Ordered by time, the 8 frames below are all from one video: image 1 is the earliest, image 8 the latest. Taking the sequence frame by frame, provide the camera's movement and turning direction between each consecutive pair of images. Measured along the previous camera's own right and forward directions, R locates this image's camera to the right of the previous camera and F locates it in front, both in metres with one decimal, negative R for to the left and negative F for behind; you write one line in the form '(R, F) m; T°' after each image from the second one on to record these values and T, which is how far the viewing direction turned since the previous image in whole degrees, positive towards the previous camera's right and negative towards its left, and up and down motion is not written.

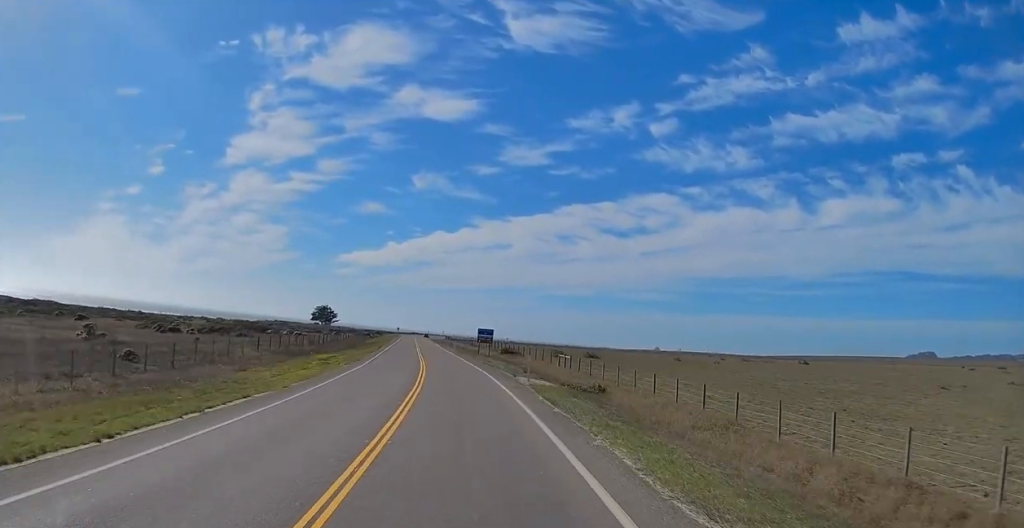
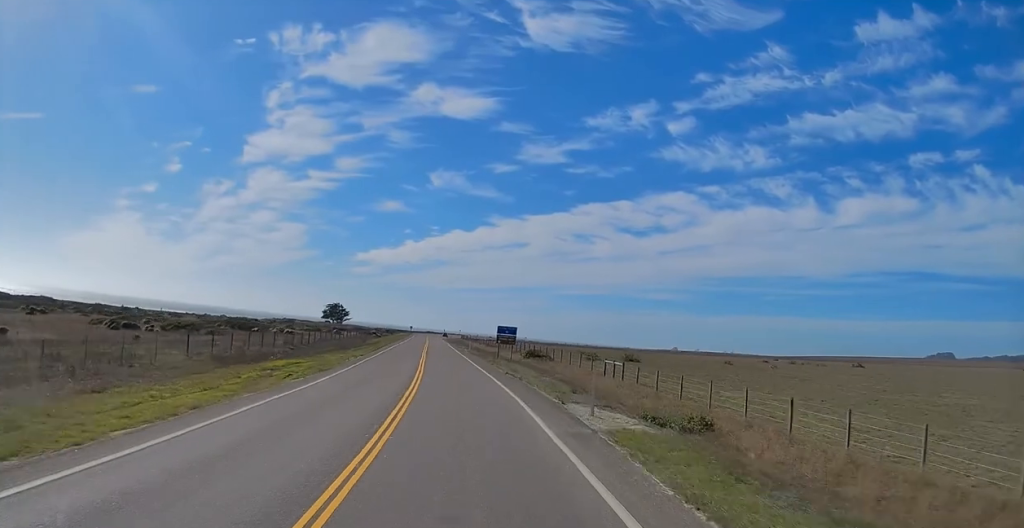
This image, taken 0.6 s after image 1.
(-0.4, +14.2) m; -1°
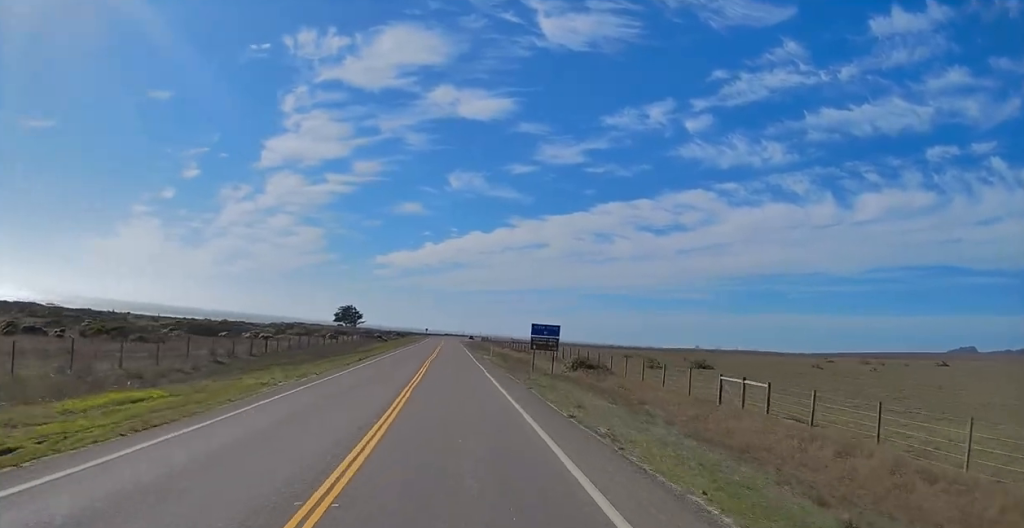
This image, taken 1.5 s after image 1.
(-0.3, +19.7) m; -1°
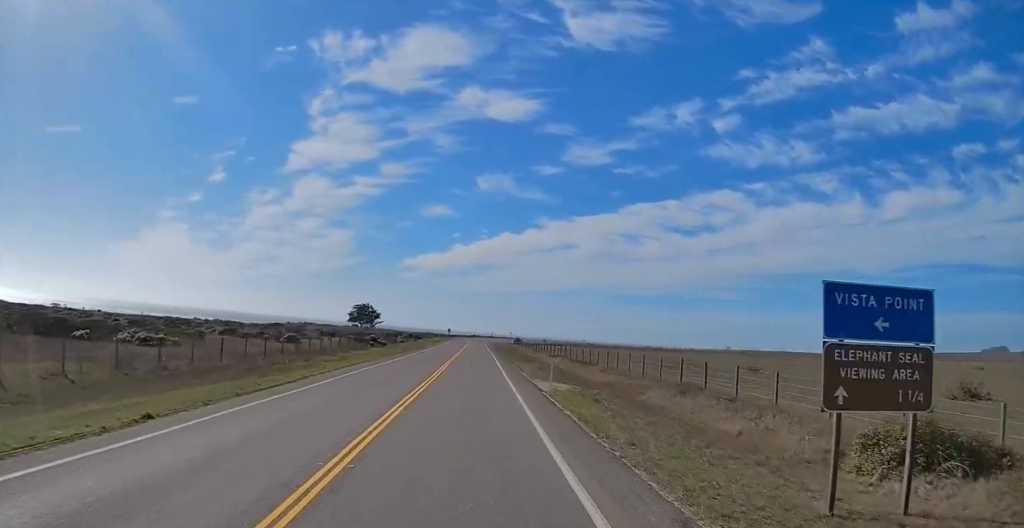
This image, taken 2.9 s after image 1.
(-0.5, +35.0) m; -2°
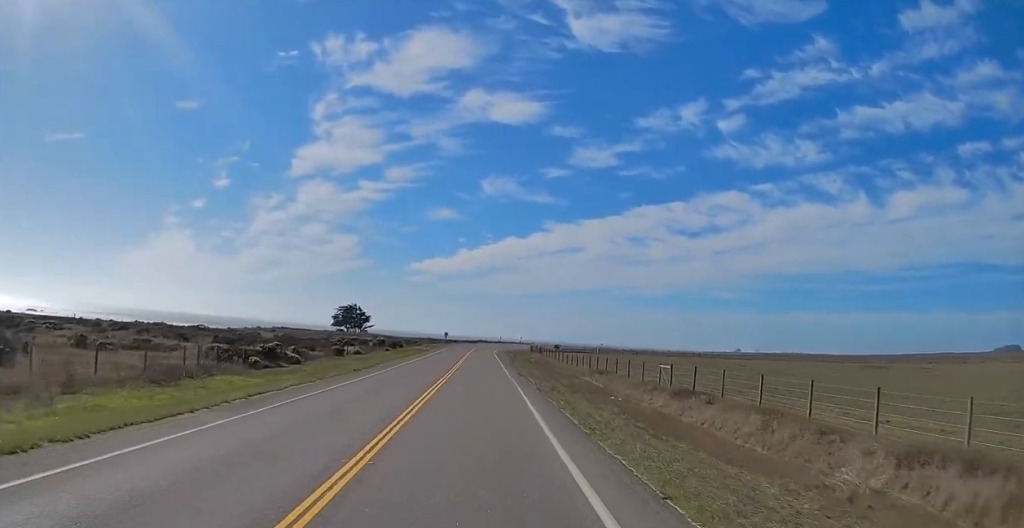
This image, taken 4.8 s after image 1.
(-0.6, +42.0) m; -1°
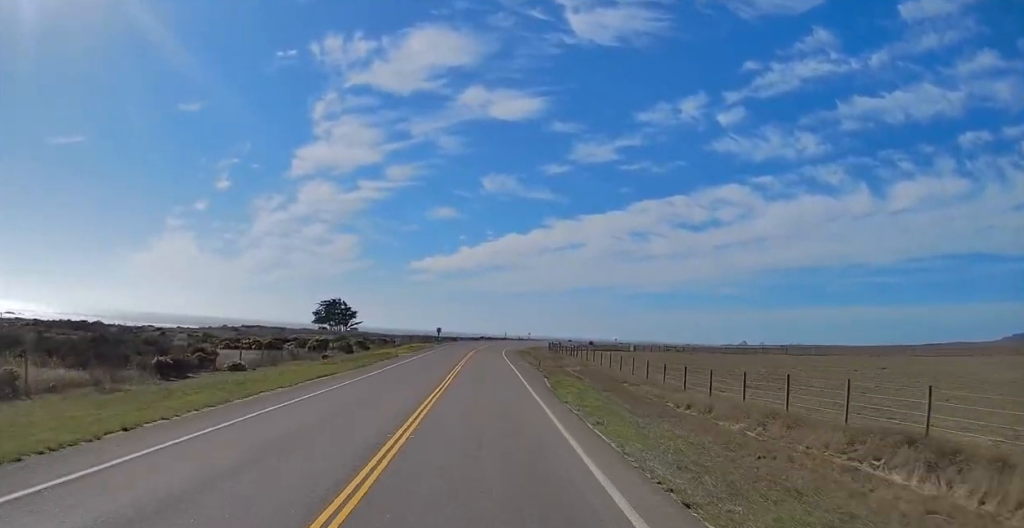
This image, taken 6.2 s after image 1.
(0.0, +33.1) m; 0°
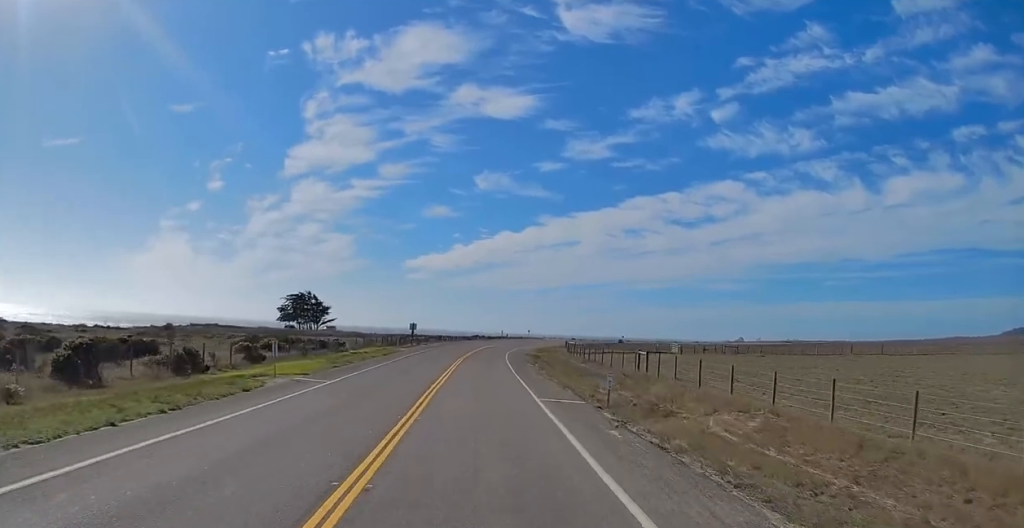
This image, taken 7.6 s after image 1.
(+0.4, +34.9) m; +2°
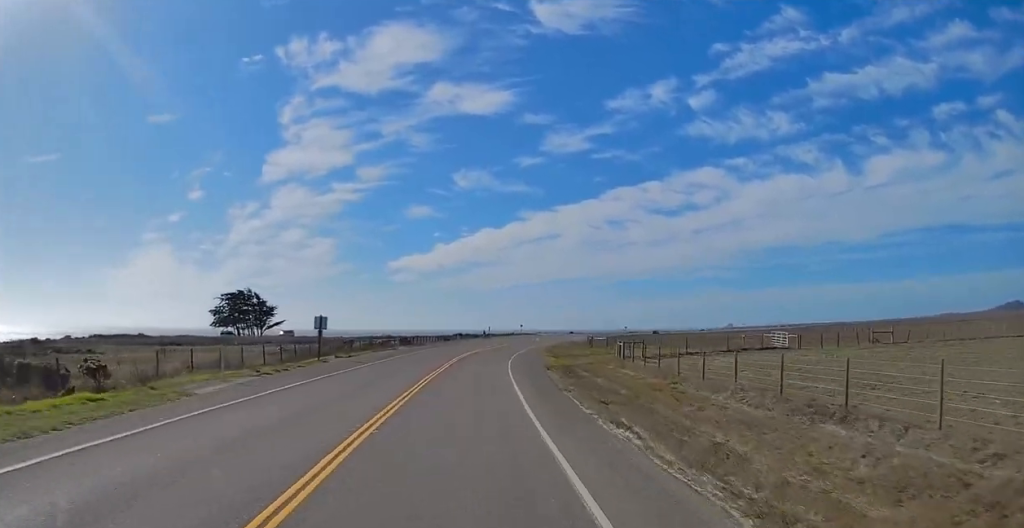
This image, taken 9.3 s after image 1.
(+1.2, +39.0) m; +2°
